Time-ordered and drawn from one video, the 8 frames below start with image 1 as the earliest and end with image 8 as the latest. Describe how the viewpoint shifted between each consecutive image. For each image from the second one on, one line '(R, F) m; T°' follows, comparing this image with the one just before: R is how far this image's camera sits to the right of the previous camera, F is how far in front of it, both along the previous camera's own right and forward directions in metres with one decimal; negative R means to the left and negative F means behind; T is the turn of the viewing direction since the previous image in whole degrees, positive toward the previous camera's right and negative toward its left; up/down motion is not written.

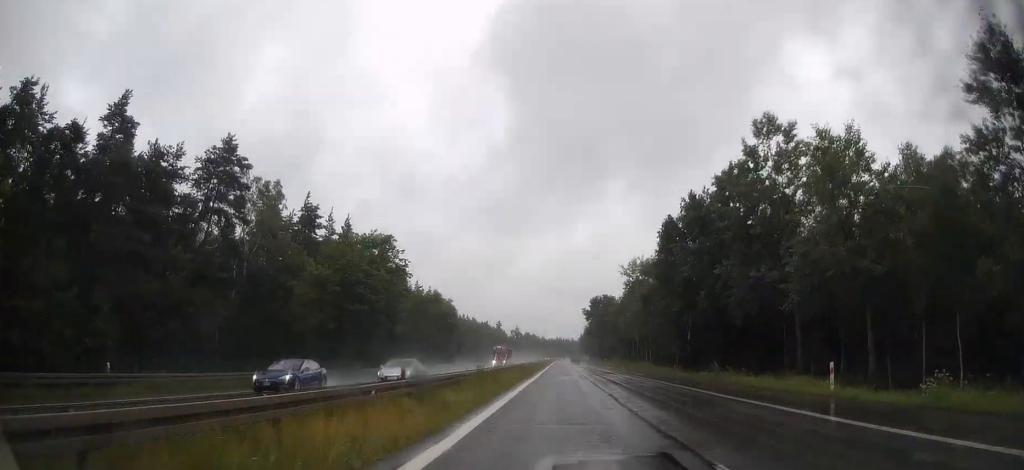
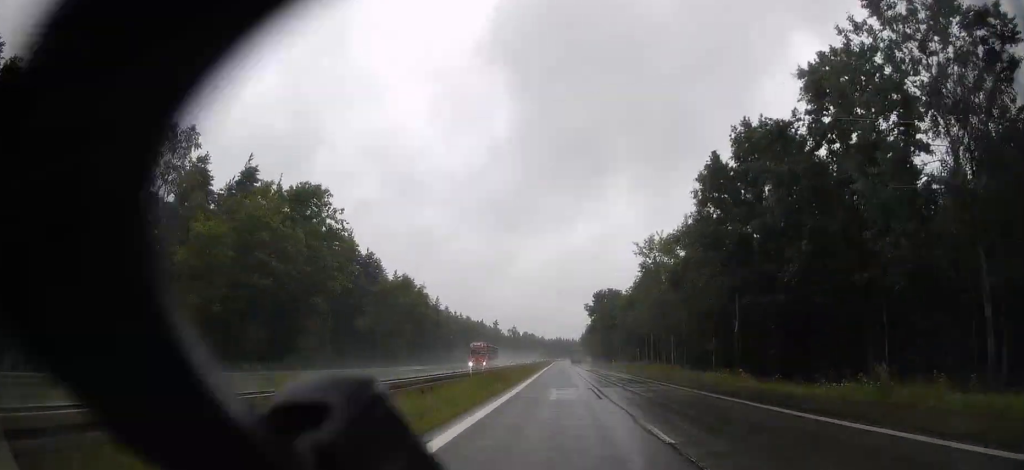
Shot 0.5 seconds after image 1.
(+0.1, +17.9) m; 0°
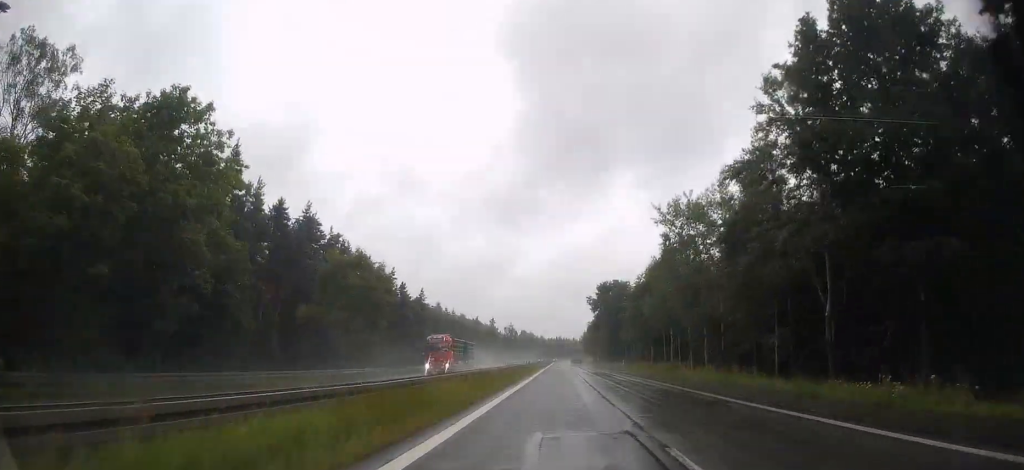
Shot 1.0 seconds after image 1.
(0.0, +16.8) m; 0°
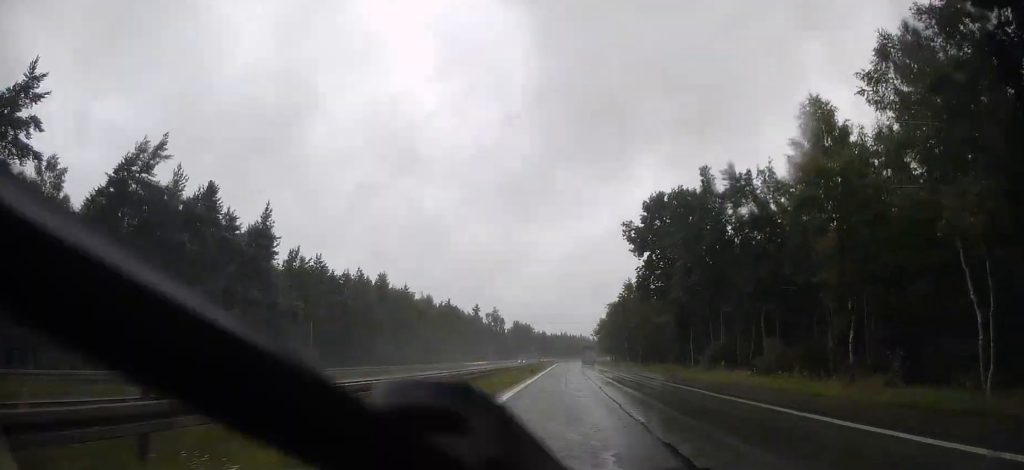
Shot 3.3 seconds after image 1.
(-0.6, +76.5) m; 0°
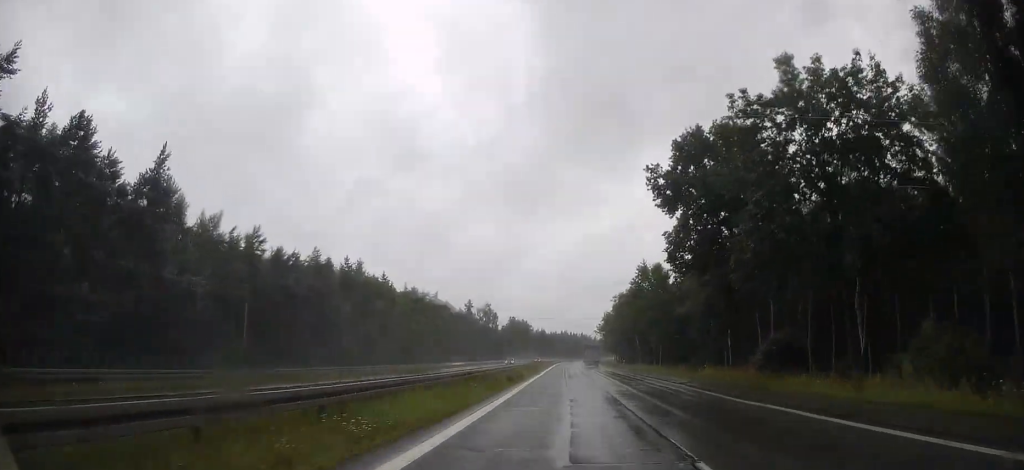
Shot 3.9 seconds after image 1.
(+0.1, +19.1) m; 0°
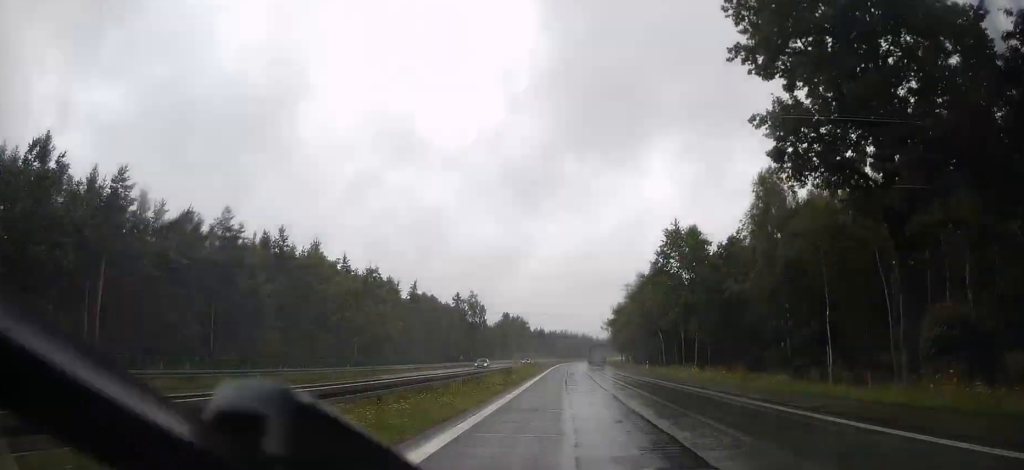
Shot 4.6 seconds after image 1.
(+0.2, +24.7) m; 0°
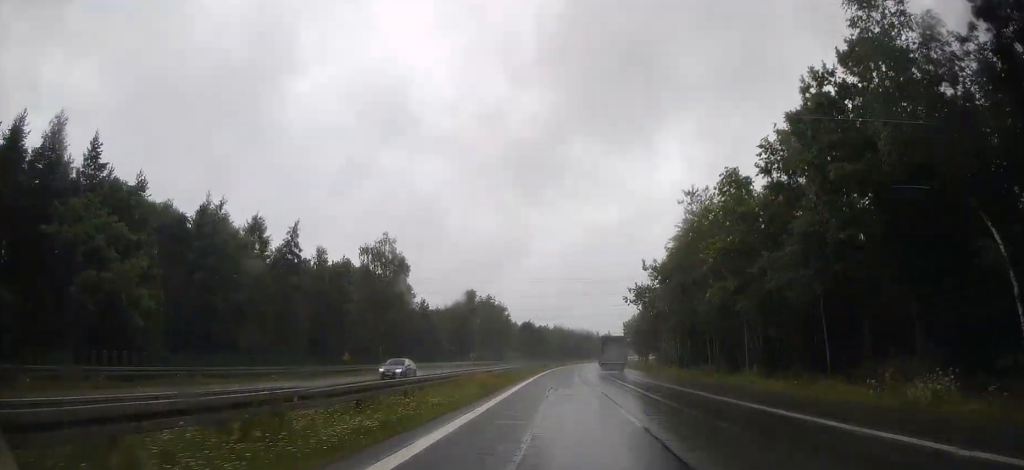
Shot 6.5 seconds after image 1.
(-0.1, +64.6) m; +1°
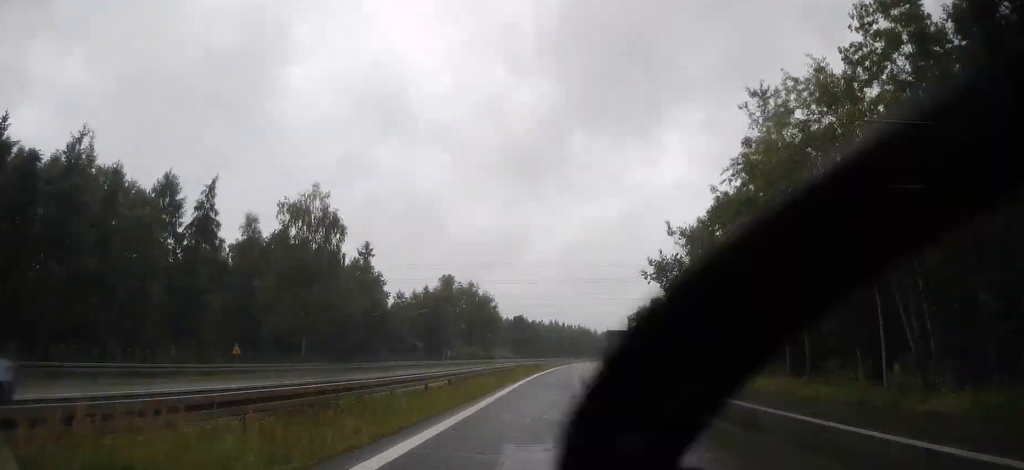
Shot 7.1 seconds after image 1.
(+0.2, +19.8) m; +1°
